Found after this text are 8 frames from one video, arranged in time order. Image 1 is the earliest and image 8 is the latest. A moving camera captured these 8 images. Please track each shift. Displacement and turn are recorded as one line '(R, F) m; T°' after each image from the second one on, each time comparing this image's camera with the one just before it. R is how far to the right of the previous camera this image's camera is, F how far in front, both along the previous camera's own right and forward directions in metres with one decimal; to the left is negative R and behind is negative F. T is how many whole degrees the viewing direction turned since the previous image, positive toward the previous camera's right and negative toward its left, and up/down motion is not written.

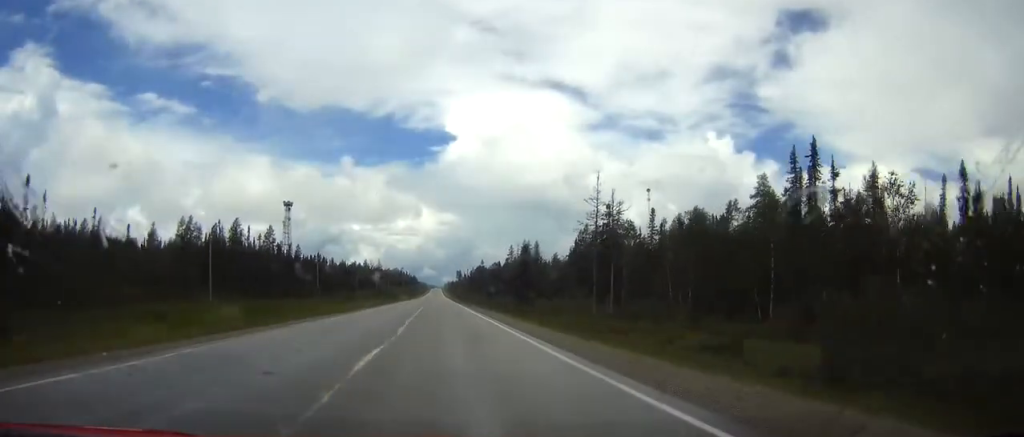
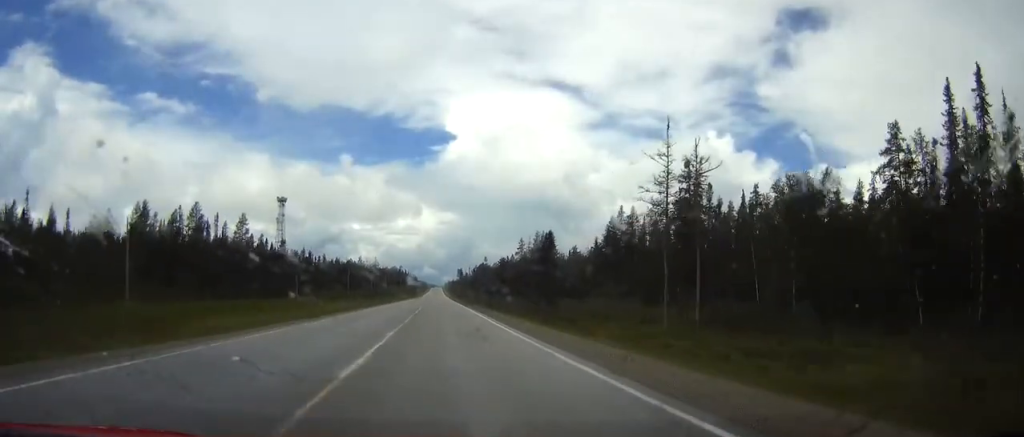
(+0.1, +28.1) m; 0°
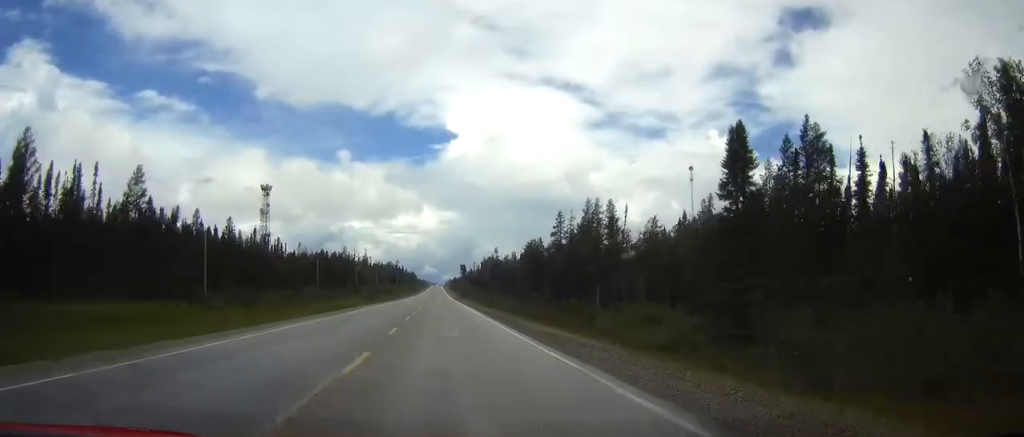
(-0.1, +63.2) m; 0°
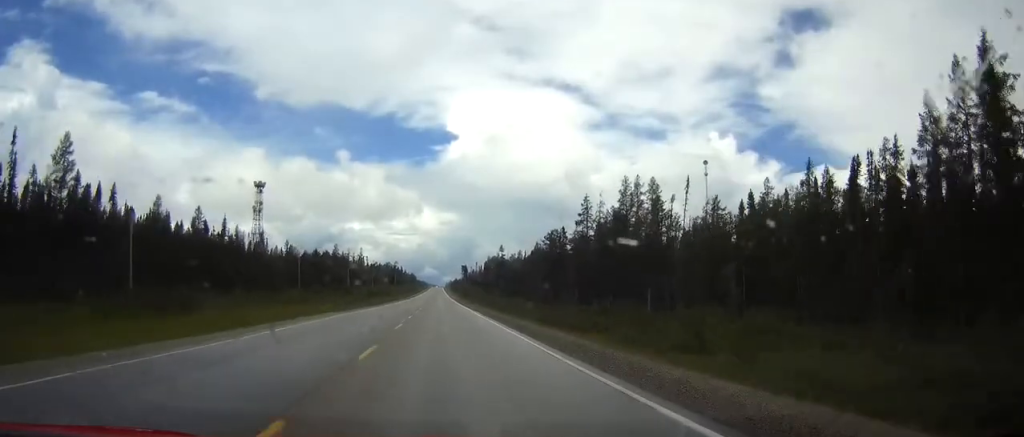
(0.0, +25.1) m; 0°
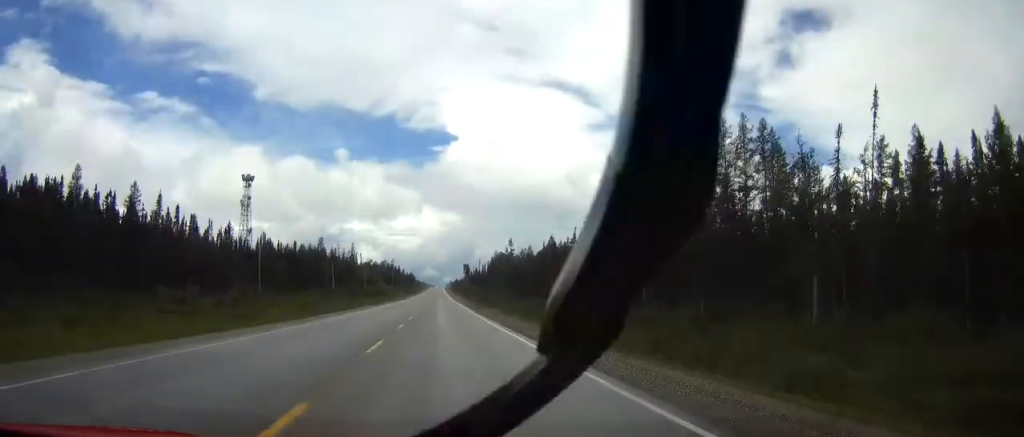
(0.0, +36.1) m; 0°
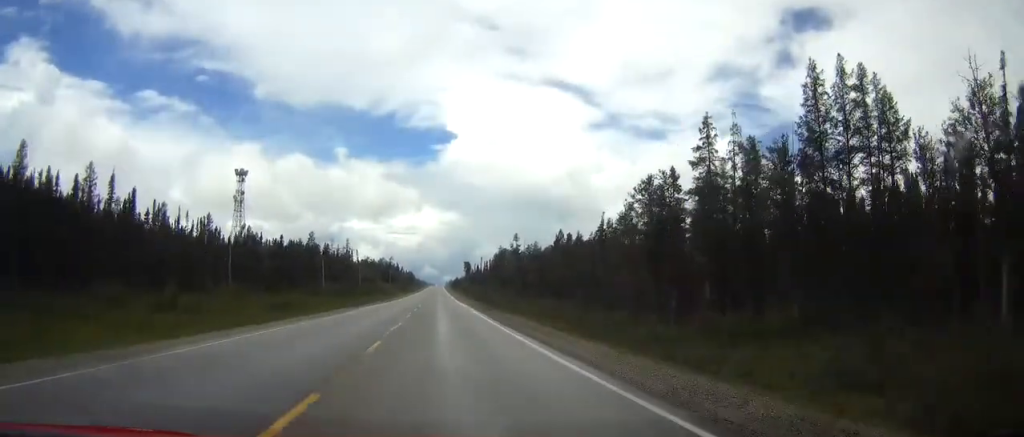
(0.0, +18.0) m; 0°
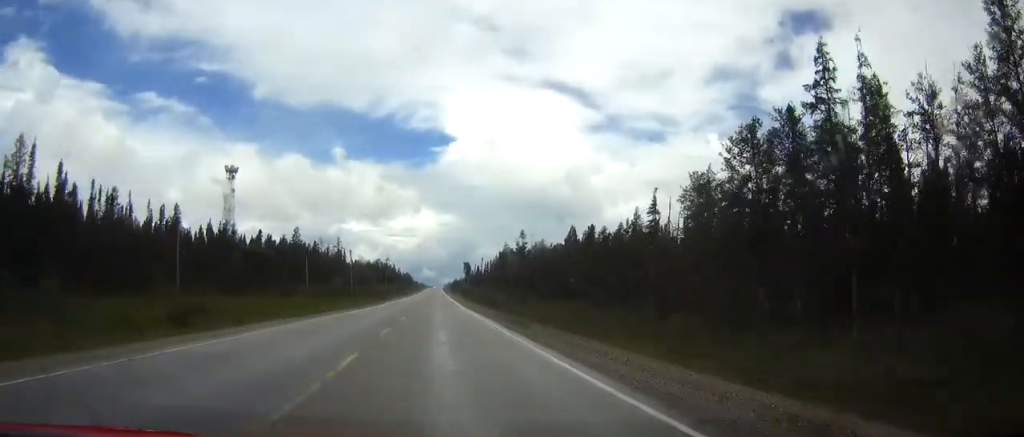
(0.0, +22.0) m; 0°
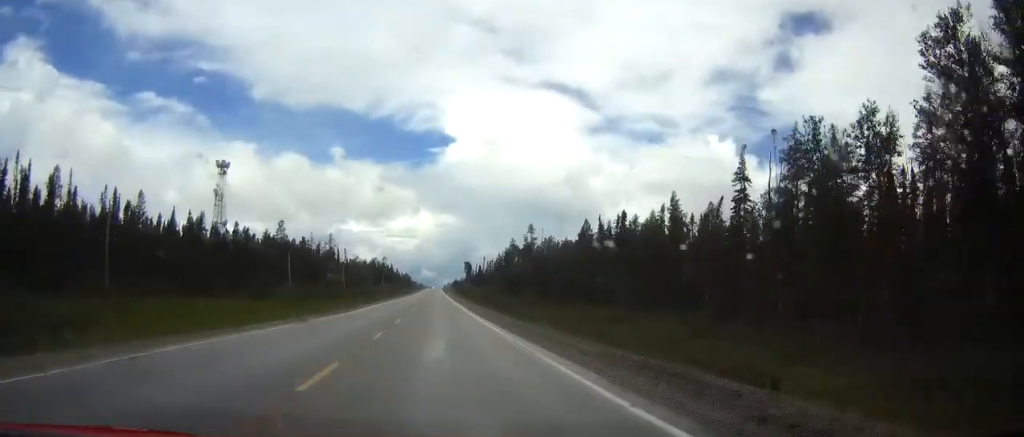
(0.0, +20.0) m; 0°
